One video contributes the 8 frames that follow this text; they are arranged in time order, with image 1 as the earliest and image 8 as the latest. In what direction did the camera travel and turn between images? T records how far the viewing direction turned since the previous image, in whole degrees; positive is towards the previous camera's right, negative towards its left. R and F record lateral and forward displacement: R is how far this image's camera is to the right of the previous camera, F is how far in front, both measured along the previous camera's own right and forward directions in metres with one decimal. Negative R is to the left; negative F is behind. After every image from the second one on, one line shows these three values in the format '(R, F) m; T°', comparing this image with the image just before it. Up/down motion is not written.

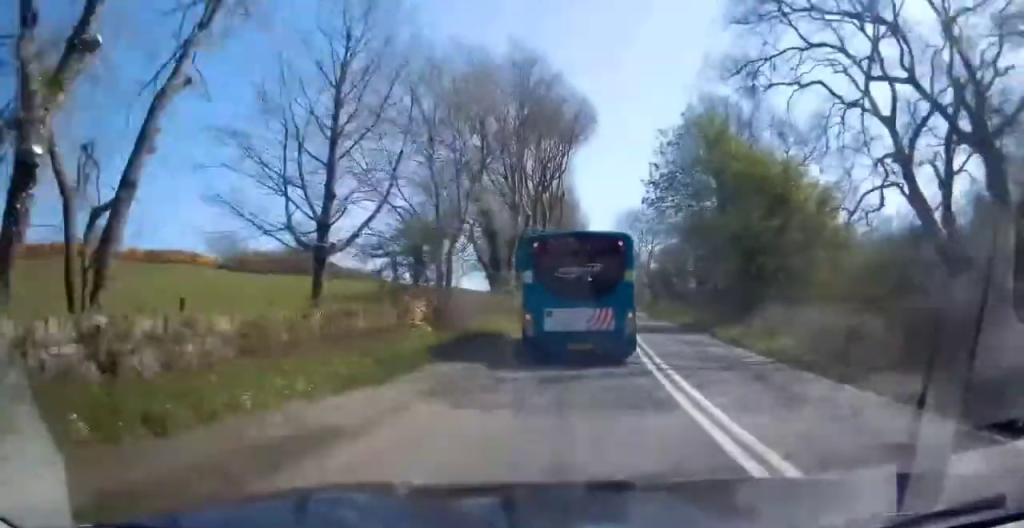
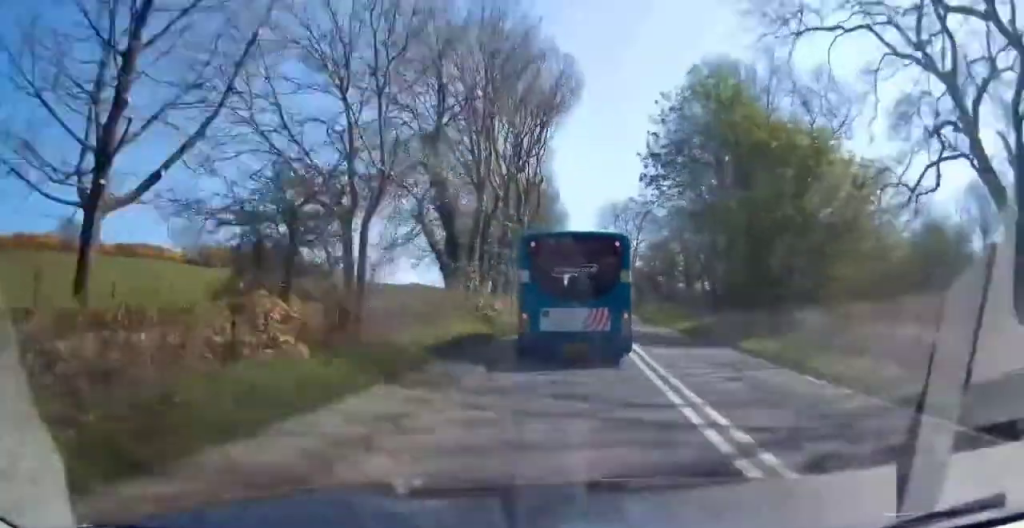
(0.0, +7.1) m; 0°
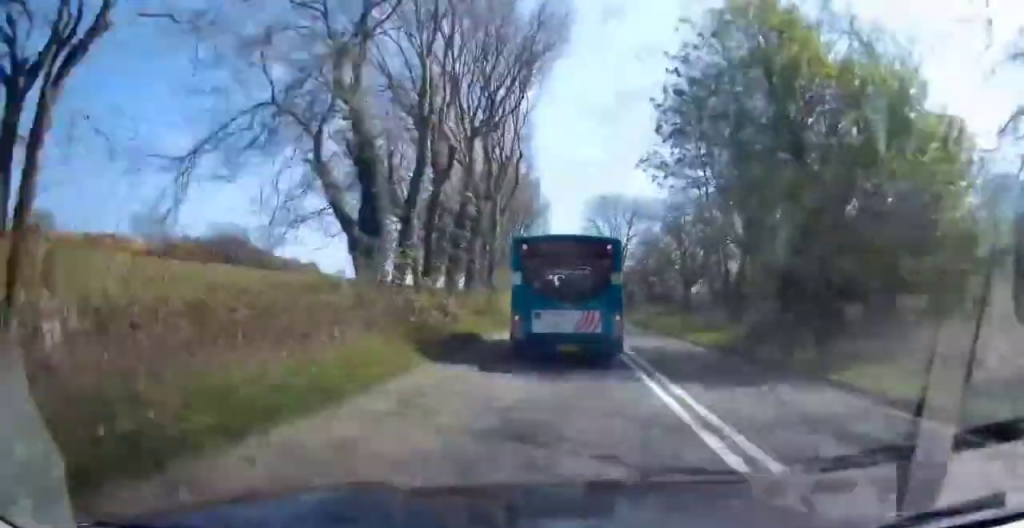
(0.0, +9.0) m; 0°
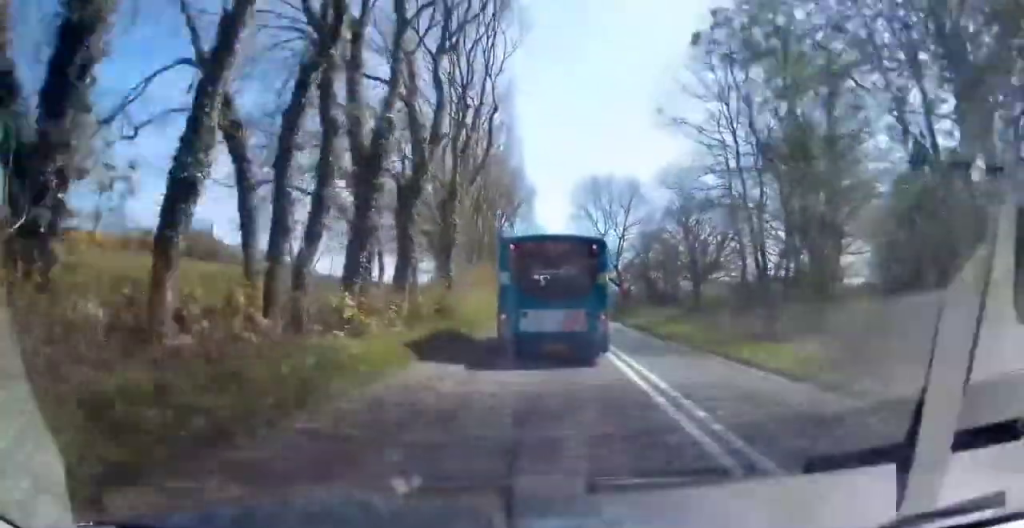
(0.0, +10.5) m; 0°
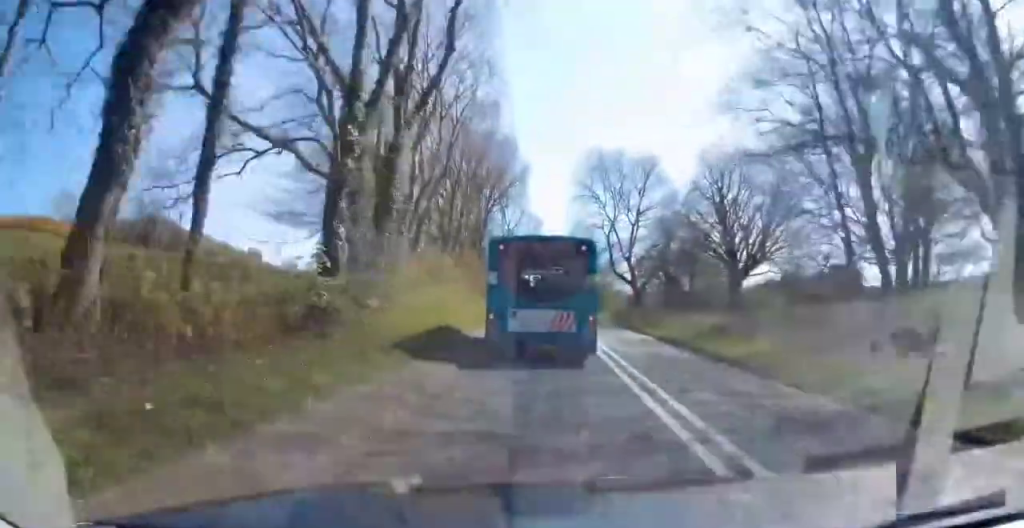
(0.0, +13.0) m; +3°
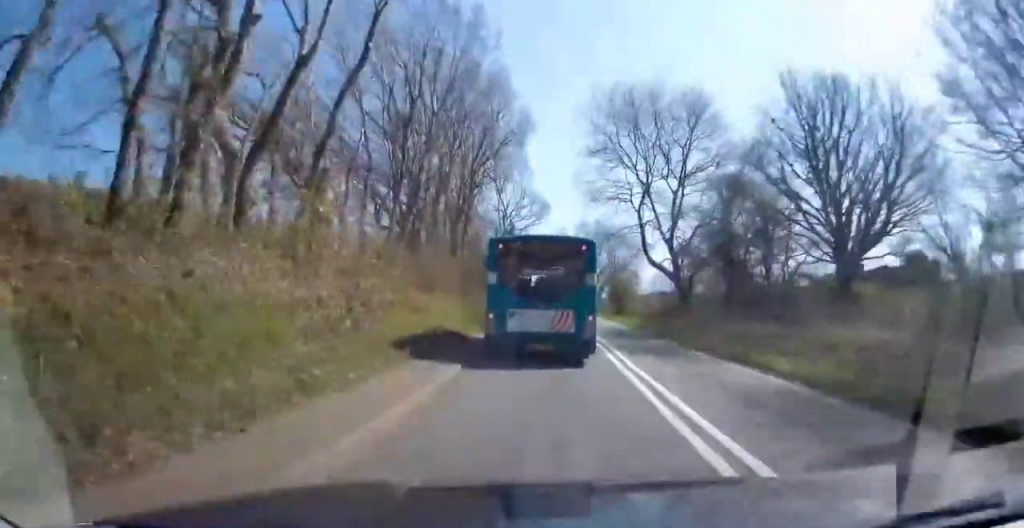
(+1.1, +16.5) m; +7°
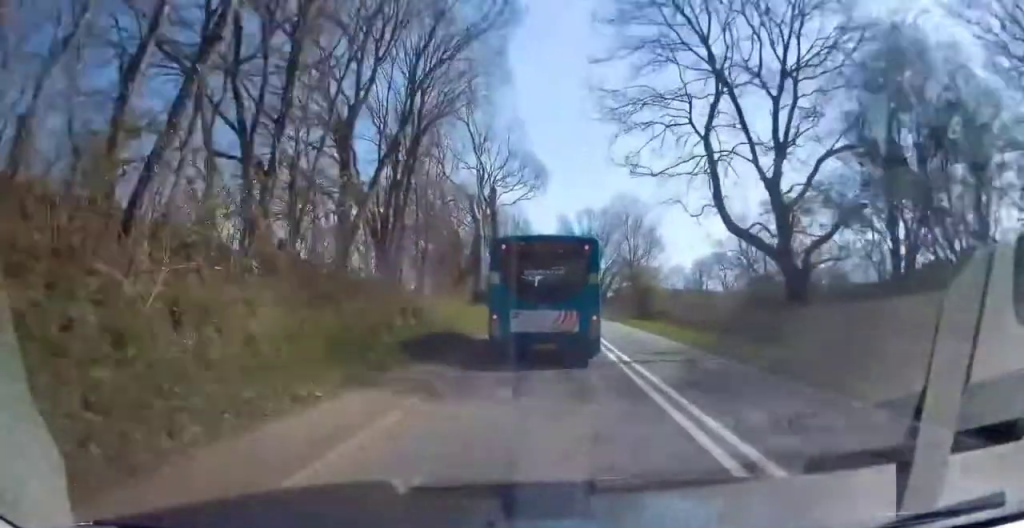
(+0.9, +19.2) m; +6°
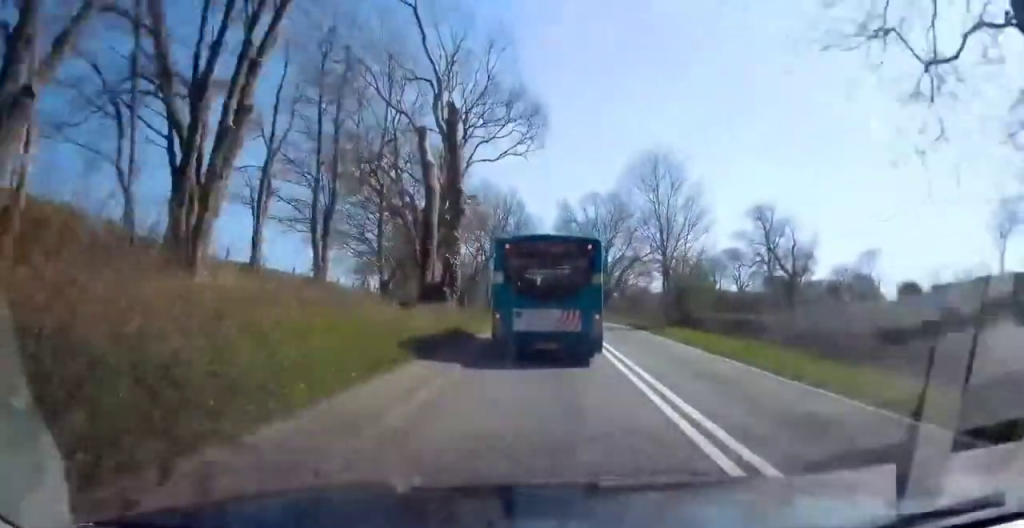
(+0.4, +17.5) m; -1°
